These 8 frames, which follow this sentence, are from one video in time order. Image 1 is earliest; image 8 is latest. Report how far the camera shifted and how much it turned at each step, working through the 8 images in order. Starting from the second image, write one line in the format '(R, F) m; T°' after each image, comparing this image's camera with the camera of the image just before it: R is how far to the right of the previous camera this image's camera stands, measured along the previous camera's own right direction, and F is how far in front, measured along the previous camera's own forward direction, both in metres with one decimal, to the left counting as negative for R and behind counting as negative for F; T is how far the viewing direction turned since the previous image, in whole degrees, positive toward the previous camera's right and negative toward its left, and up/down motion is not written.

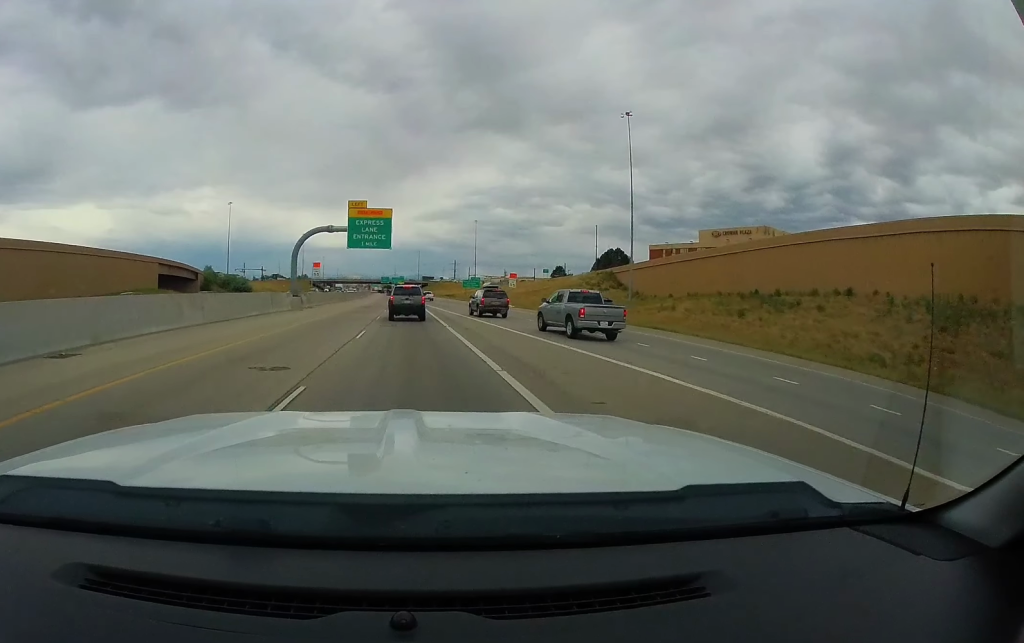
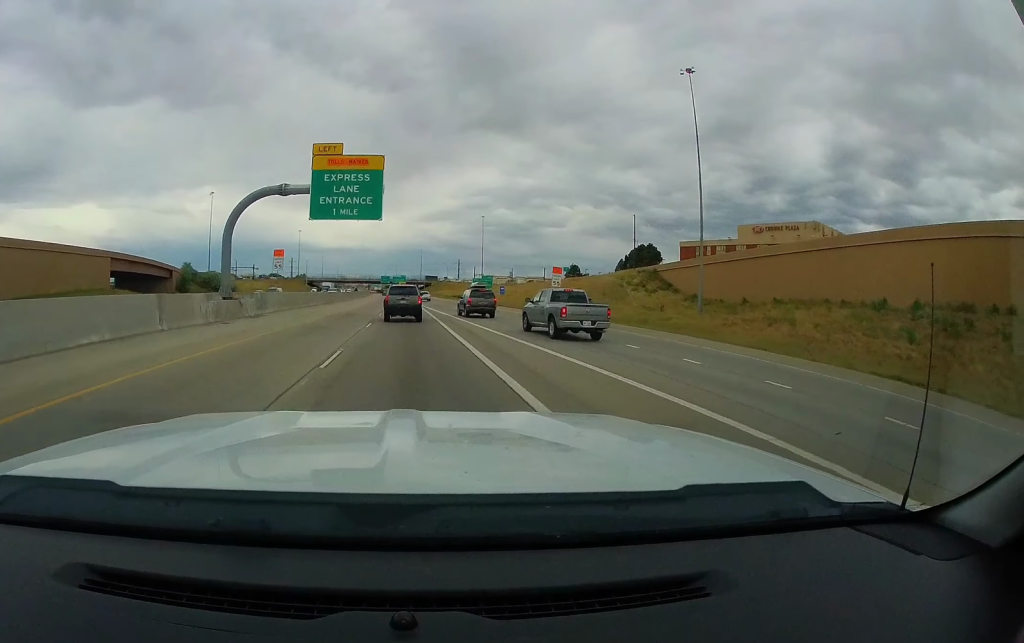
(-0.1, +18.9) m; -1°
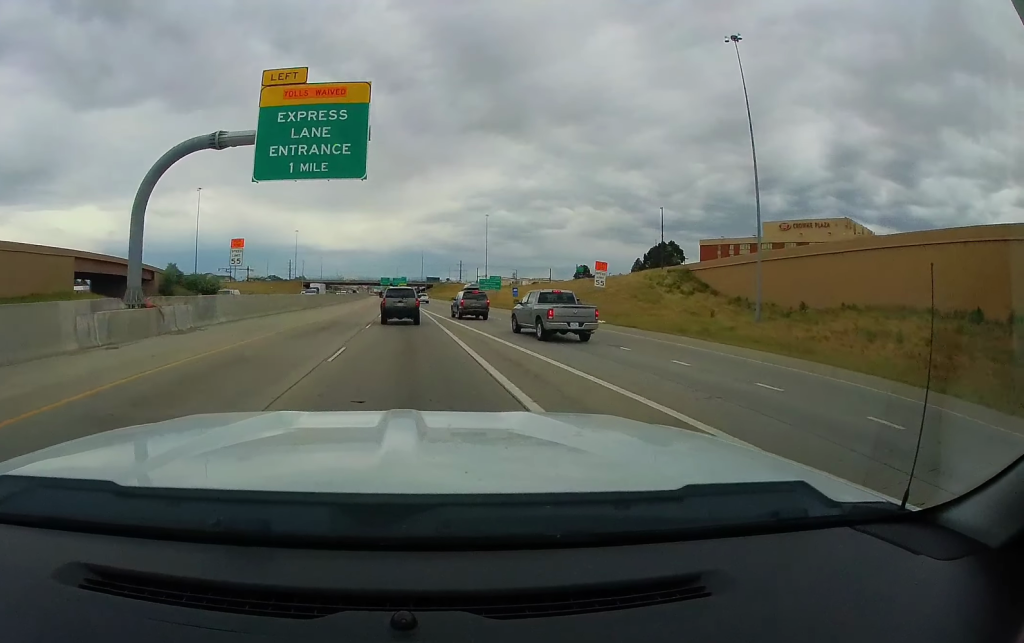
(+0.1, +10.8) m; -1°
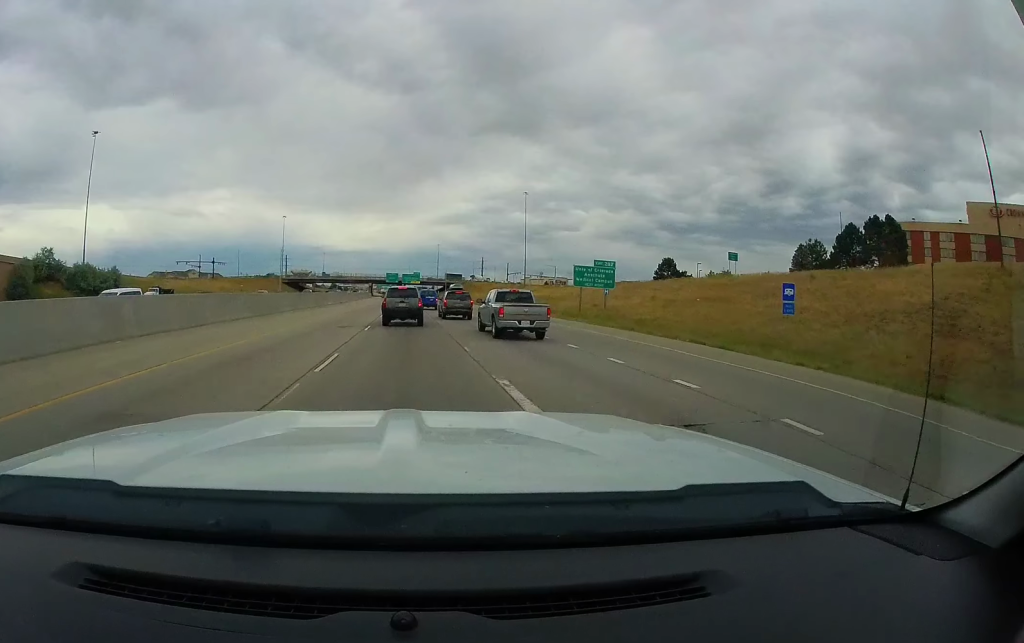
(-1.7, +60.7) m; -2°
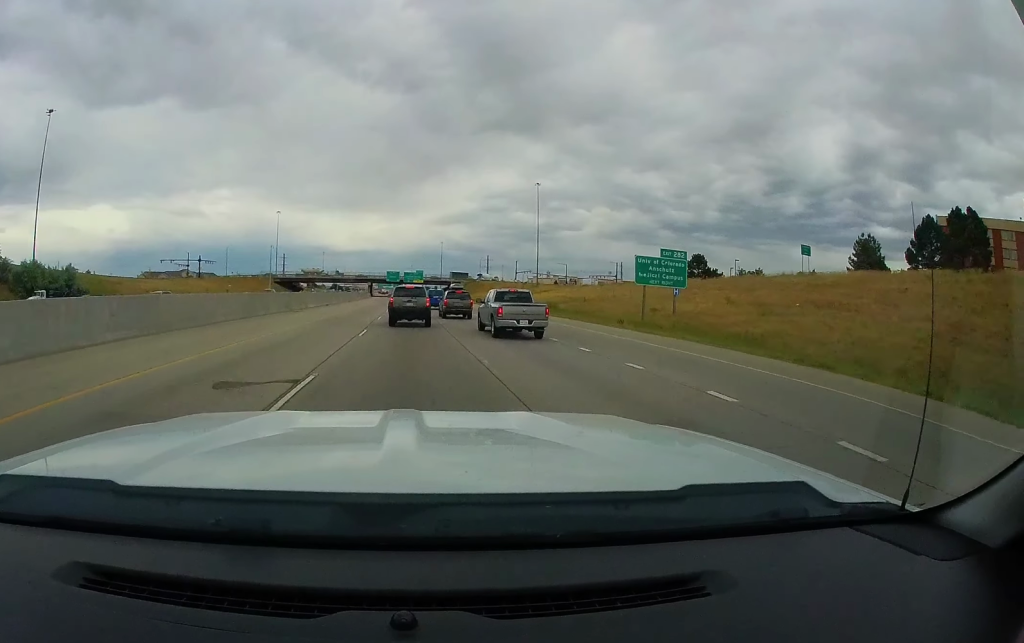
(-0.1, +15.4) m; 0°
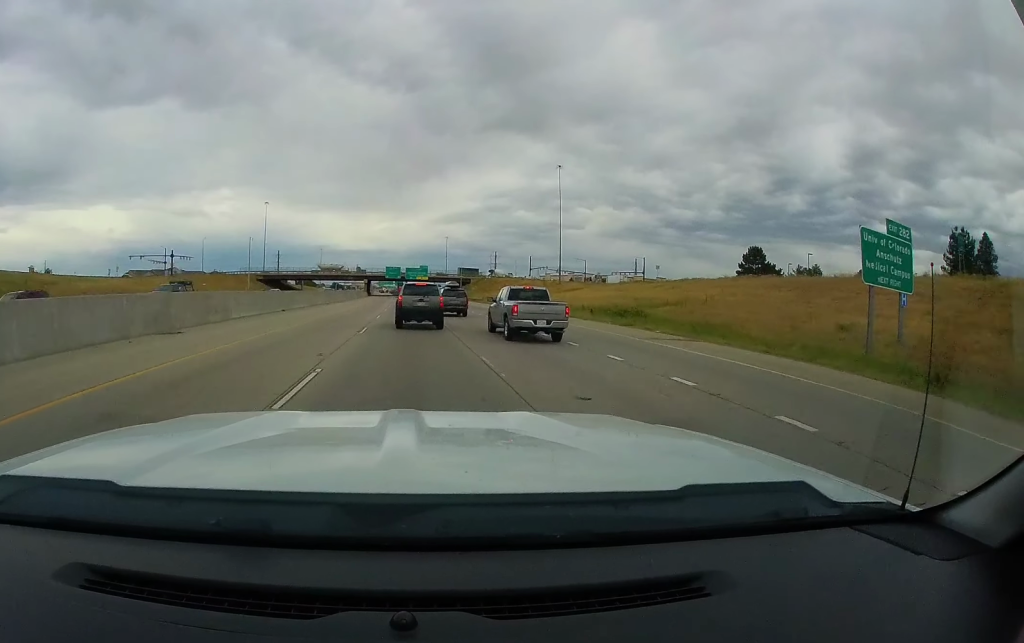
(-0.2, +23.7) m; -2°
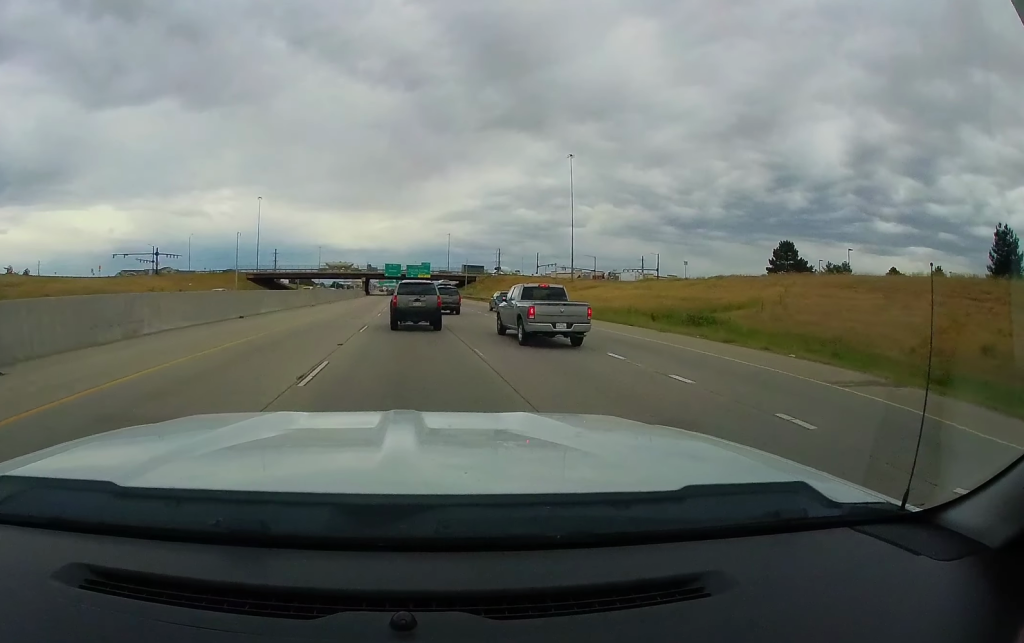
(-0.3, +10.5) m; -1°
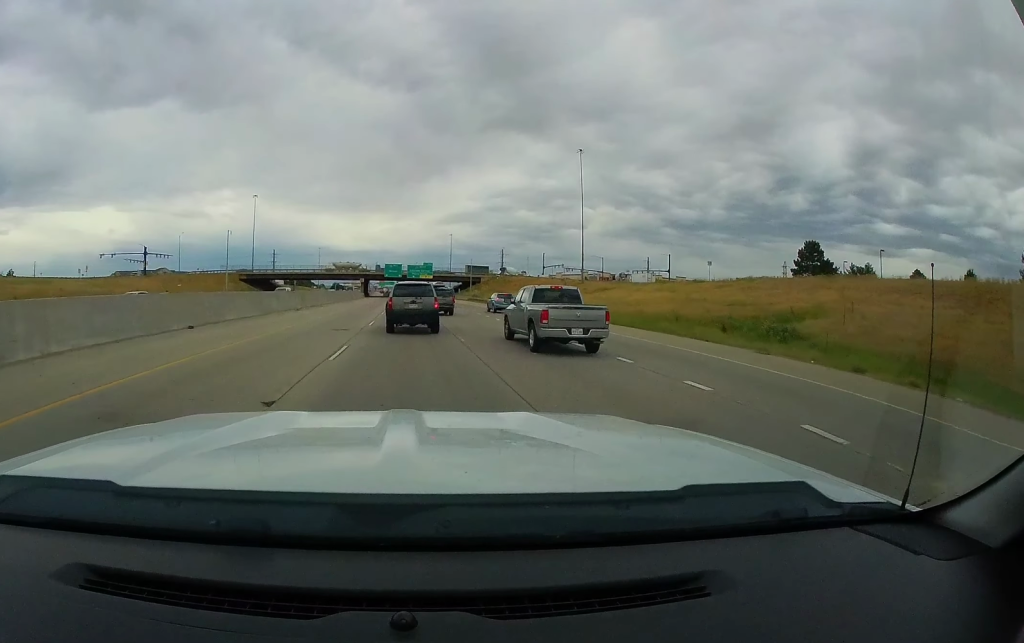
(+0.1, +7.5) m; +1°
